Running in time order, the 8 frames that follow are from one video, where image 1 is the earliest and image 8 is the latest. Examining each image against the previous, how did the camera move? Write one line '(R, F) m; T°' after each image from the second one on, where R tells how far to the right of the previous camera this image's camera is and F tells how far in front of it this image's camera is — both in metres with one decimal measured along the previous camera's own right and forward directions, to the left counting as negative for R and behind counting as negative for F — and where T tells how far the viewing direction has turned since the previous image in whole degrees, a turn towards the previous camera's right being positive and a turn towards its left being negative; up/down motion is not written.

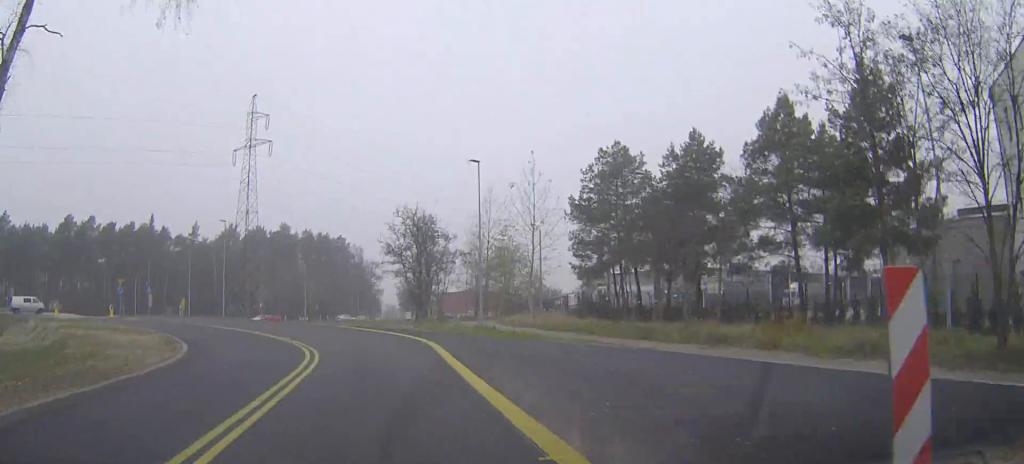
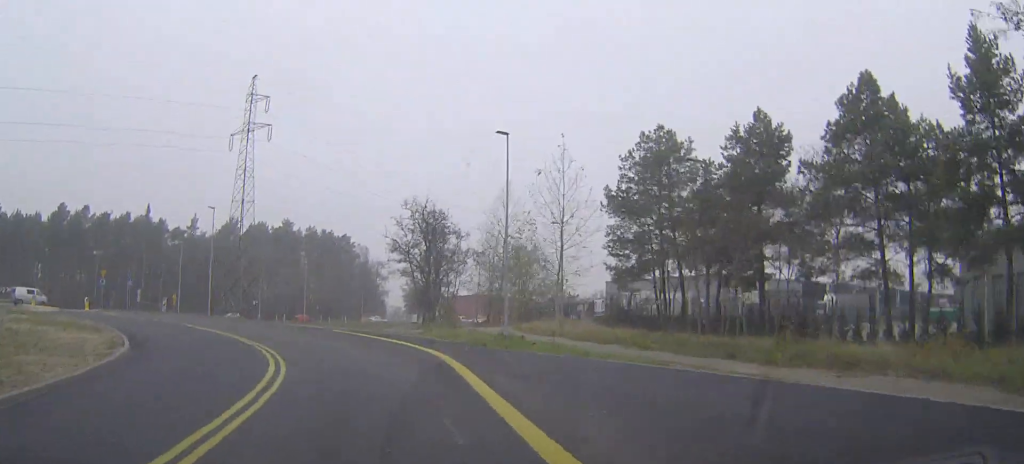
(0.0, +6.2) m; 0°
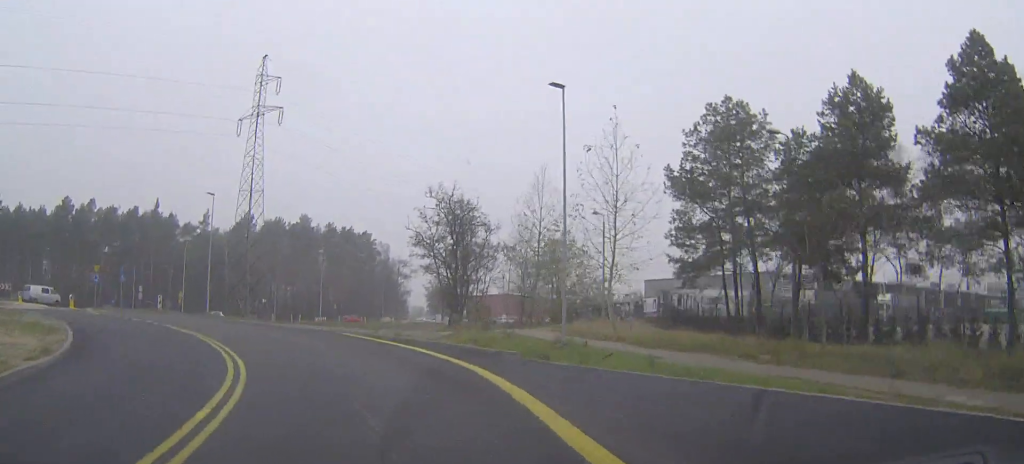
(0.0, +6.8) m; 0°
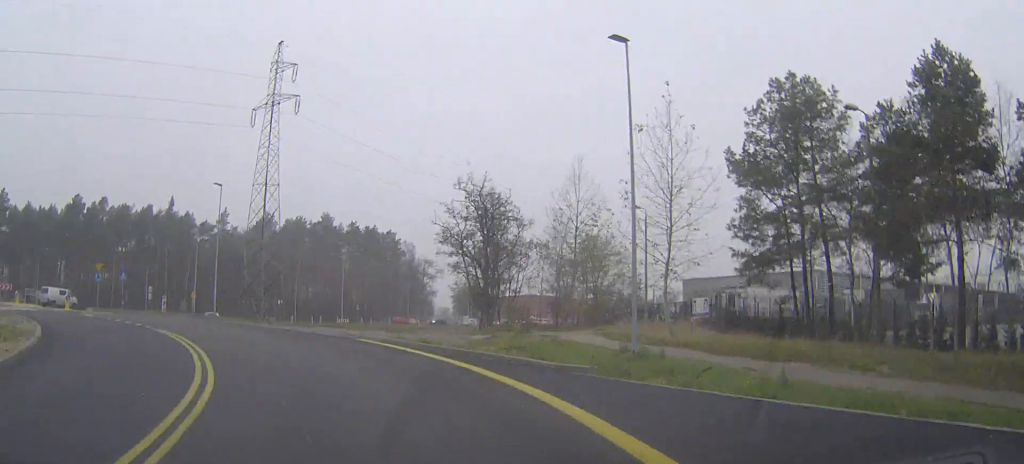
(+0.1, +4.3) m; -1°
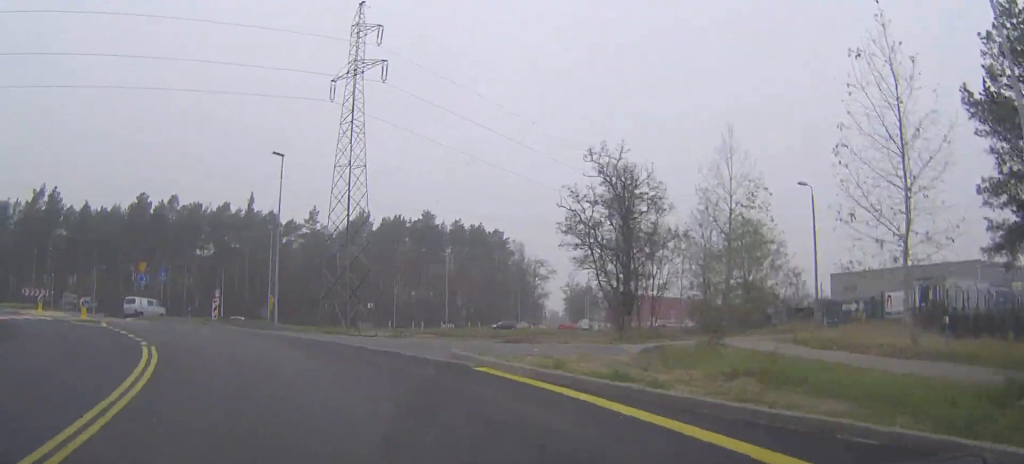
(-0.4, +11.5) m; -6°
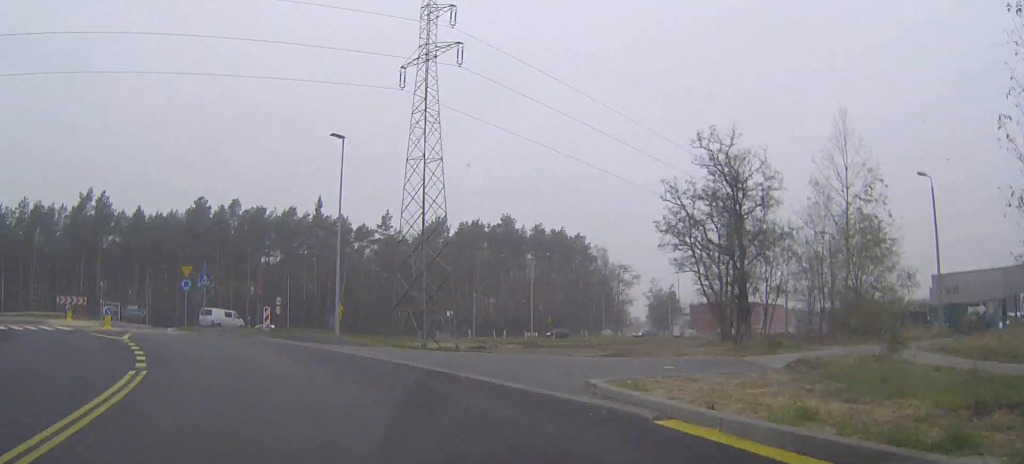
(-0.4, +5.8) m; -5°
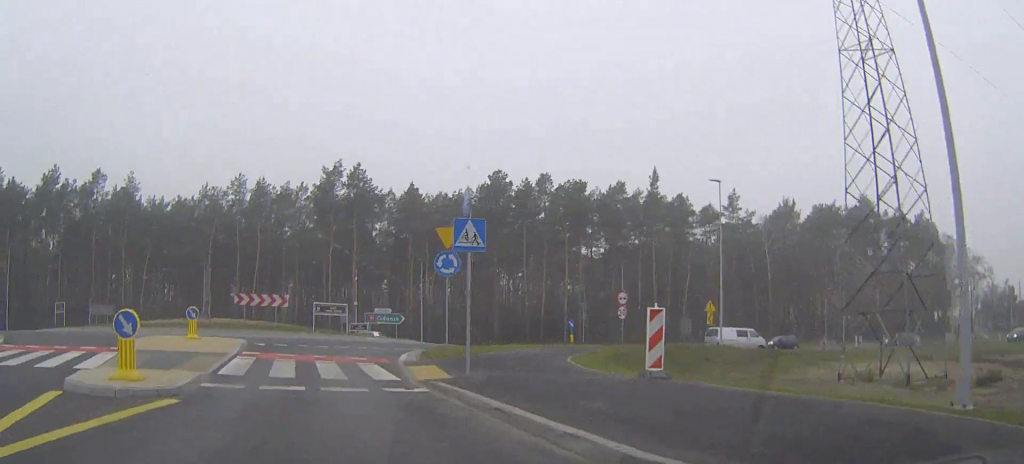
(-4.9, +23.1) m; -24°
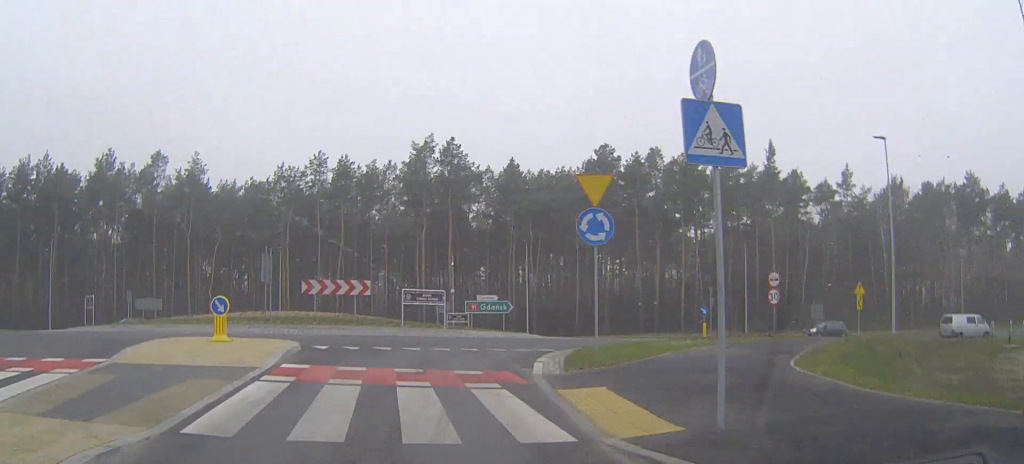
(-0.6, +8.0) m; -7°
